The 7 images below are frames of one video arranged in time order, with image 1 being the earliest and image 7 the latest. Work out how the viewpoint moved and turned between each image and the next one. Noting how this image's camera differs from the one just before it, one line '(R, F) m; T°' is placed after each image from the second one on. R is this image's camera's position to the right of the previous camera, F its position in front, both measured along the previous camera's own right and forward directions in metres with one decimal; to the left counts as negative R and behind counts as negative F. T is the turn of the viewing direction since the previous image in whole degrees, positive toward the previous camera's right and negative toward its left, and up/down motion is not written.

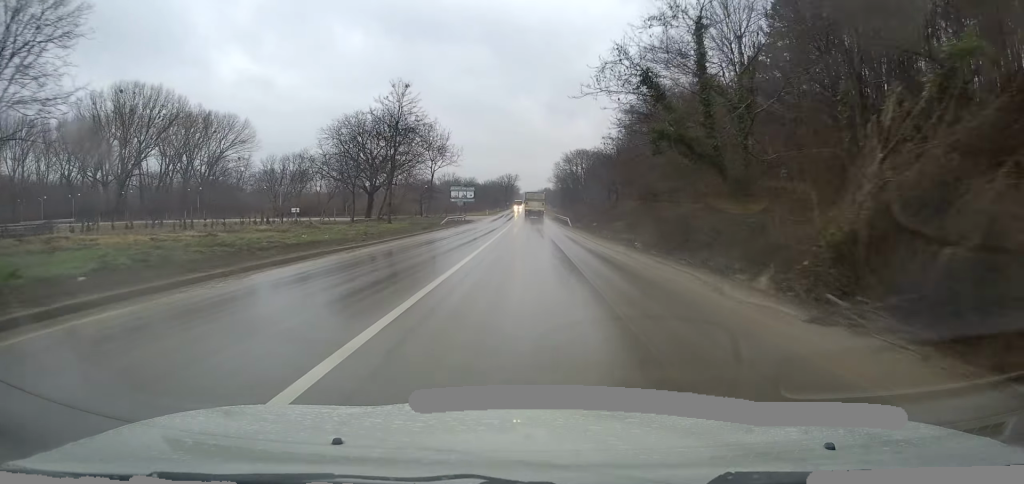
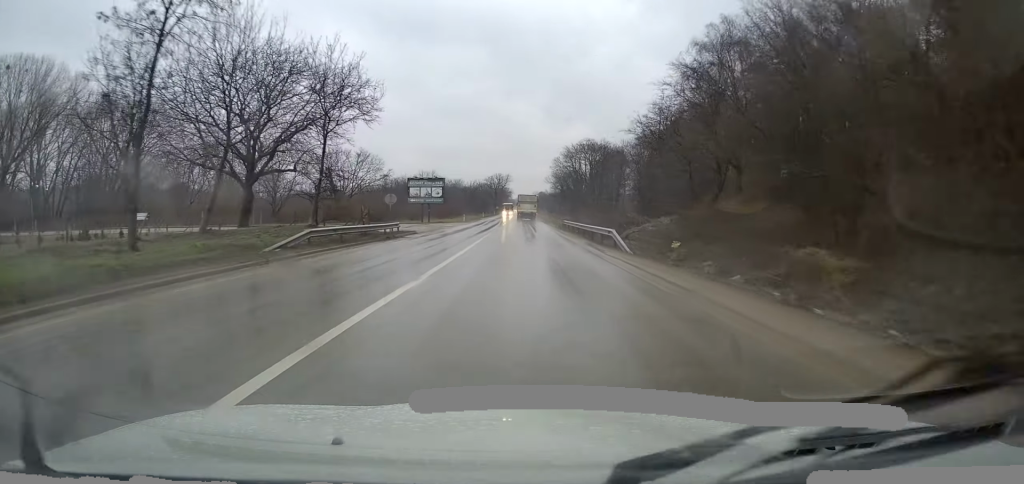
(+1.2, +32.9) m; +3°
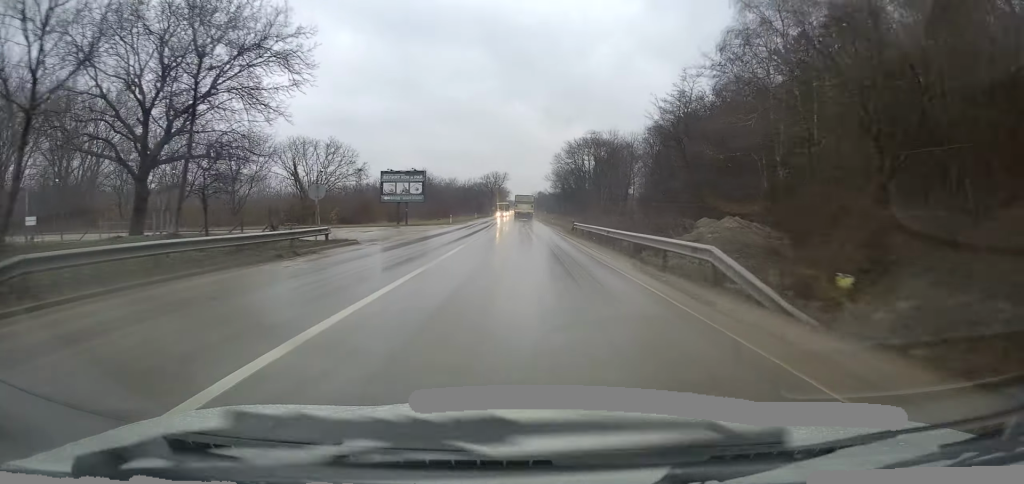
(0.0, +13.1) m; 0°
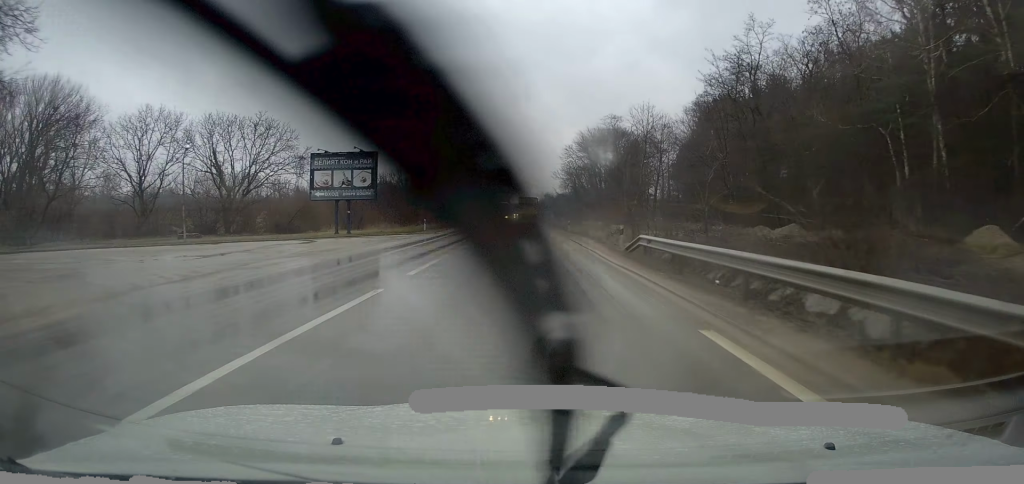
(-0.2, +21.9) m; -1°
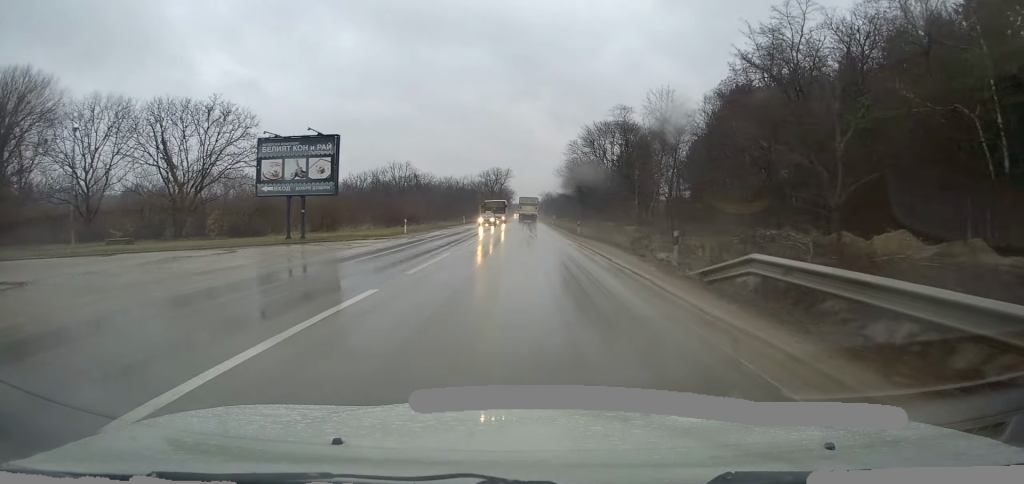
(-0.2, +8.8) m; 0°
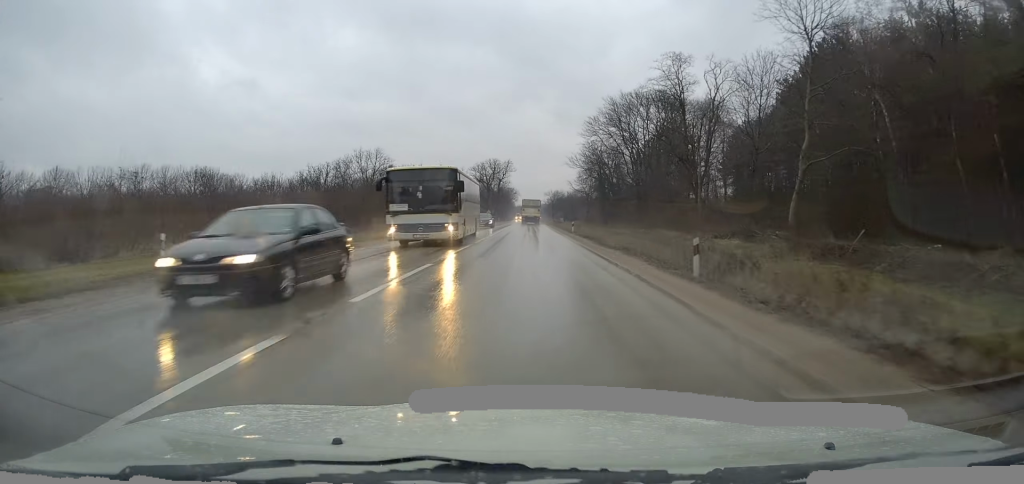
(+0.6, +30.1) m; +1°
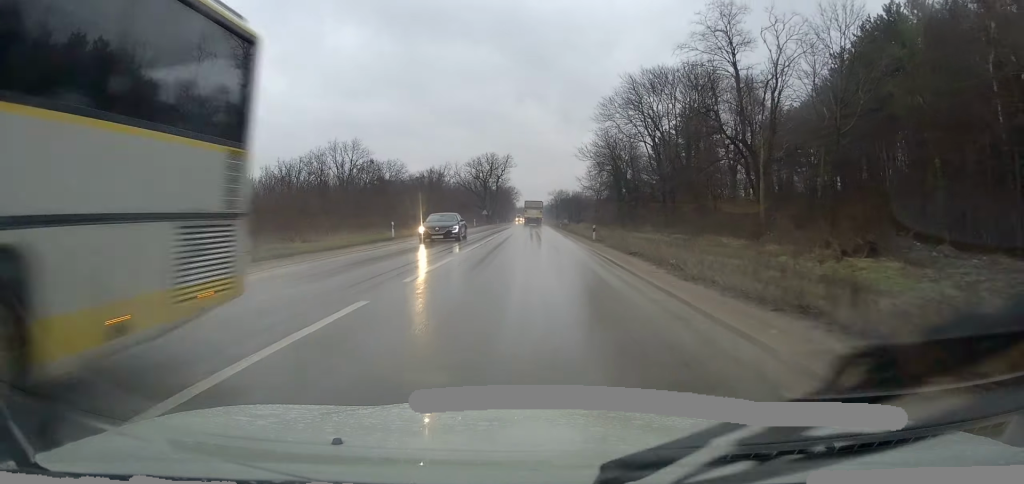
(0.0, +15.0) m; -1°
